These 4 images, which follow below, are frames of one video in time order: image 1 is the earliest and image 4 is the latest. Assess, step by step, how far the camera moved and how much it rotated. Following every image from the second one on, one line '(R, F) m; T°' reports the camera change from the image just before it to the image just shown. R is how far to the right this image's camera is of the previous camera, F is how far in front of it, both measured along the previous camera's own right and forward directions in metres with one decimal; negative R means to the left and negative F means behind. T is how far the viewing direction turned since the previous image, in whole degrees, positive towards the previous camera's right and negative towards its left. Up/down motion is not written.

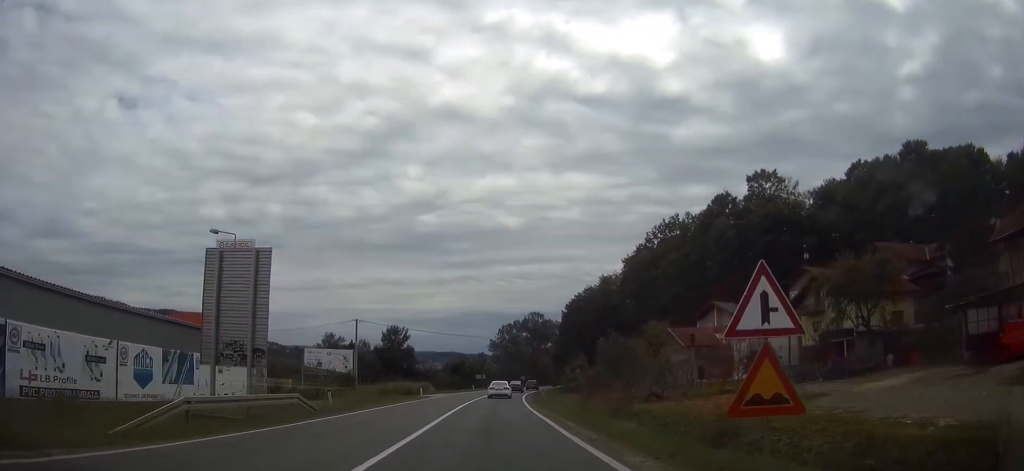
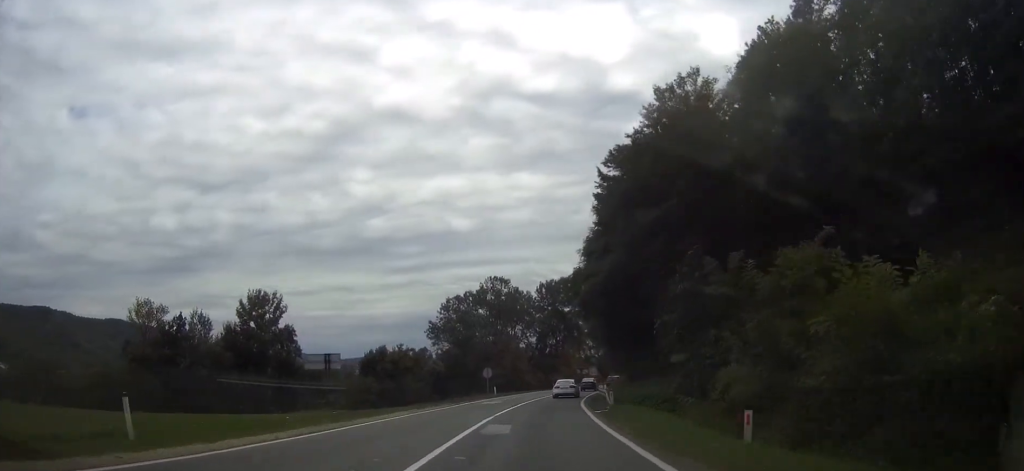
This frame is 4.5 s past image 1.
(+1.2, +89.7) m; +3°
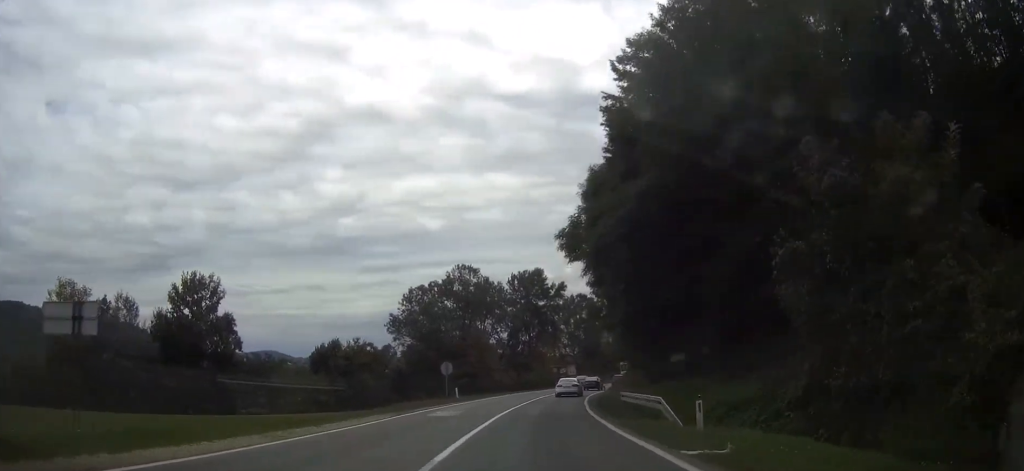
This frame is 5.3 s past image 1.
(+0.1, +16.2) m; +2°
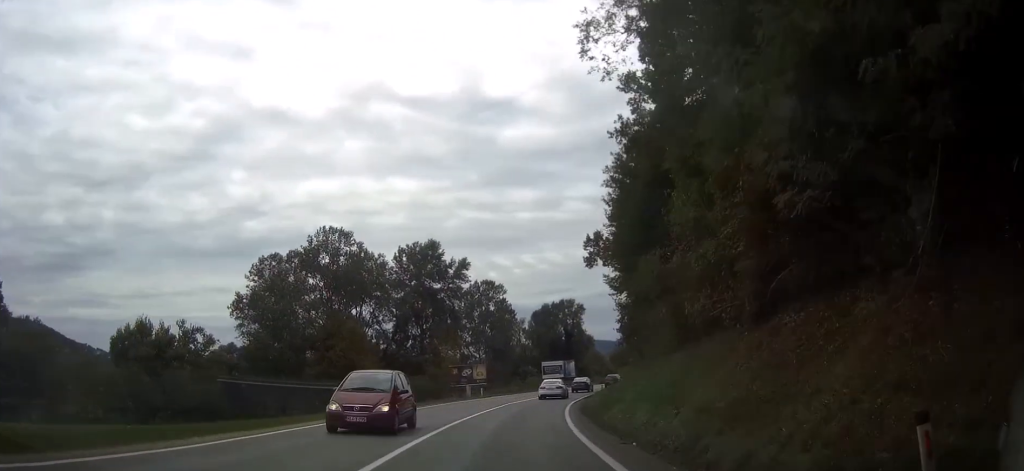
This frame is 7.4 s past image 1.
(+2.8, +41.0) m; +8°
